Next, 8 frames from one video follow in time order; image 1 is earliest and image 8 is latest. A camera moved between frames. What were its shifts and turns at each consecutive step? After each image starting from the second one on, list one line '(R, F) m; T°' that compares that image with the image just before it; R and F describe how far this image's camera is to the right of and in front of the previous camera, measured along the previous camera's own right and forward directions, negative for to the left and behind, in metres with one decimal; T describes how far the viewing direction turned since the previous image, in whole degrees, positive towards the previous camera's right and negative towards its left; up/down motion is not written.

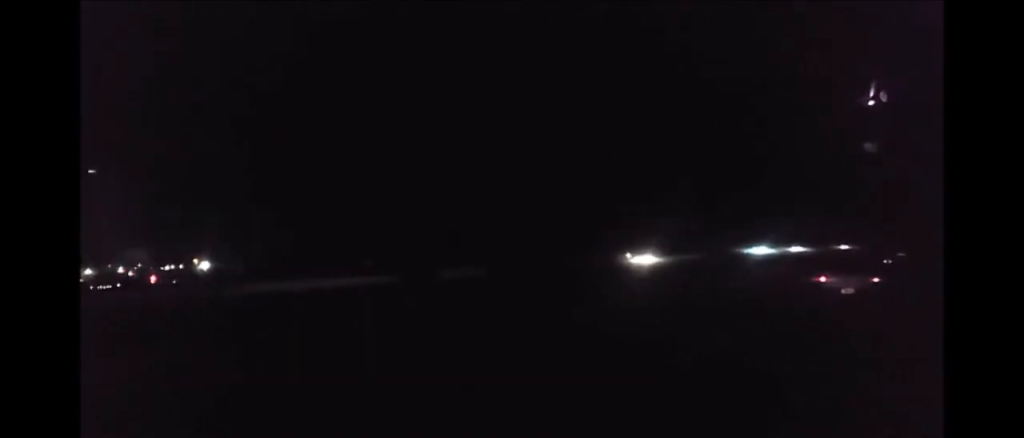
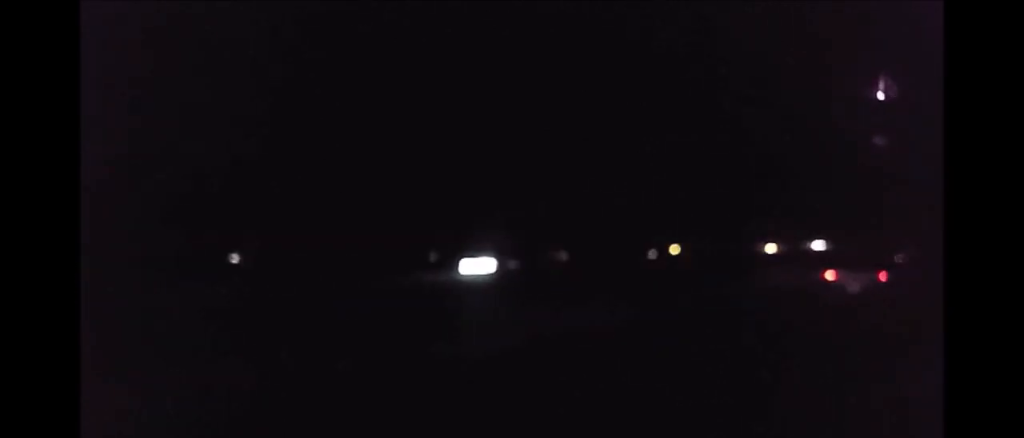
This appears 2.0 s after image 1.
(-1.1, +50.2) m; -2°
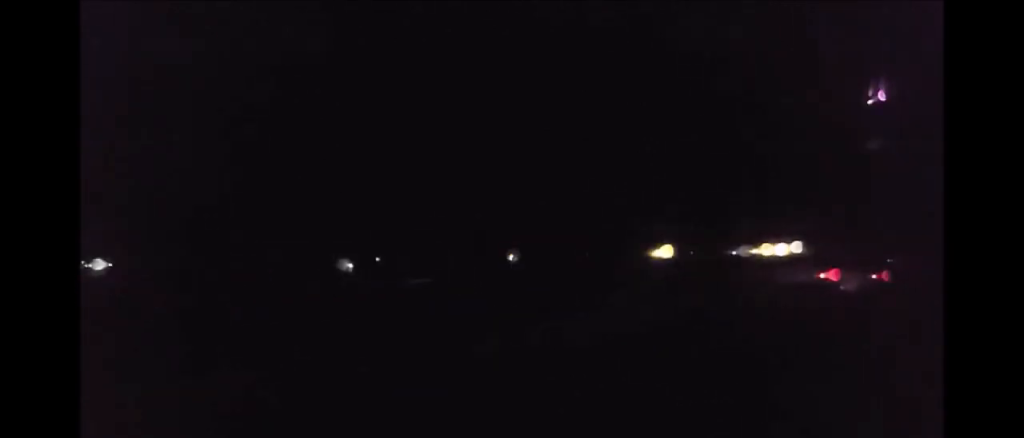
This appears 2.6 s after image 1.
(+0.2, +17.0) m; +1°
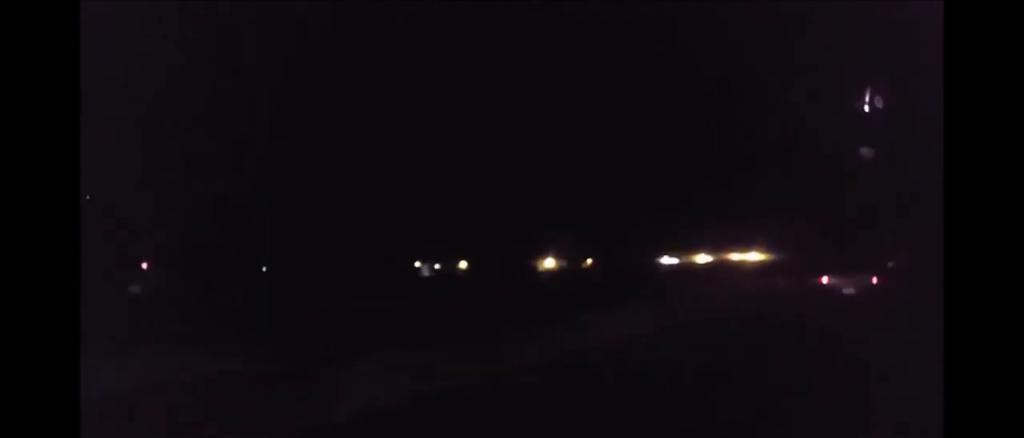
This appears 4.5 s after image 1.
(0.0, +46.5) m; 0°
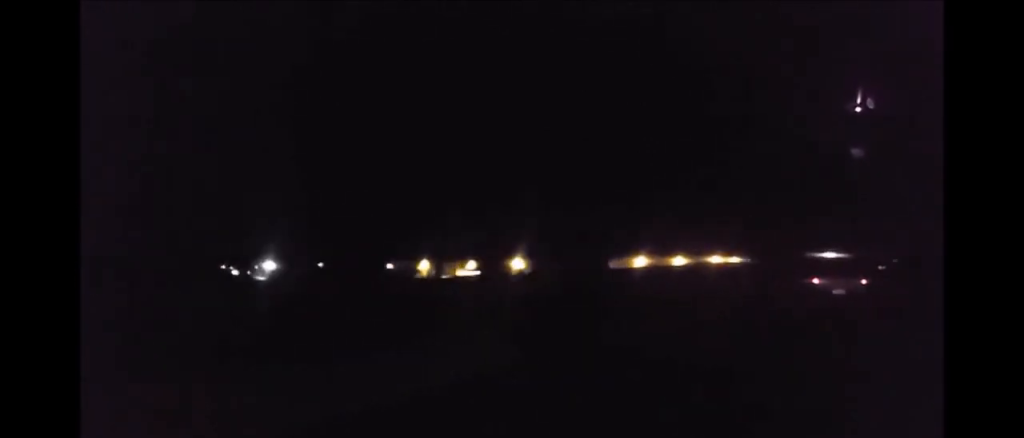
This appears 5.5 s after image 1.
(0.0, +26.2) m; 0°
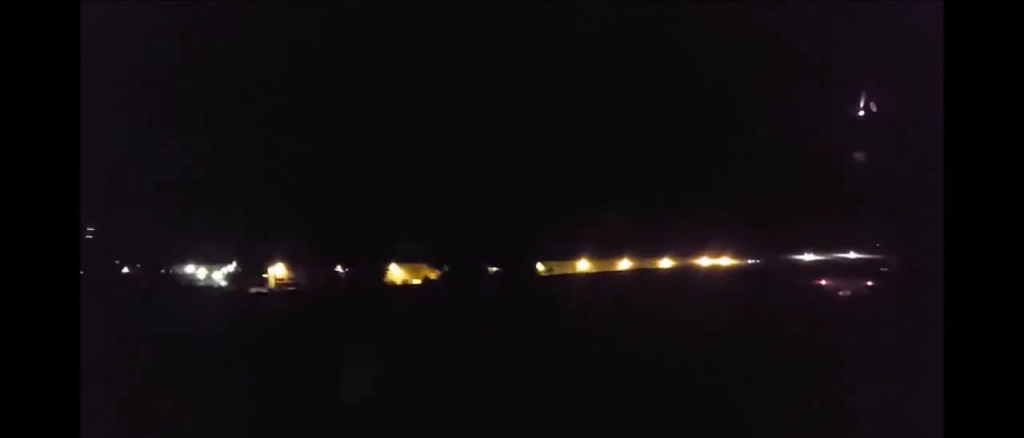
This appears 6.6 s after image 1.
(0.0, +26.9) m; 0°
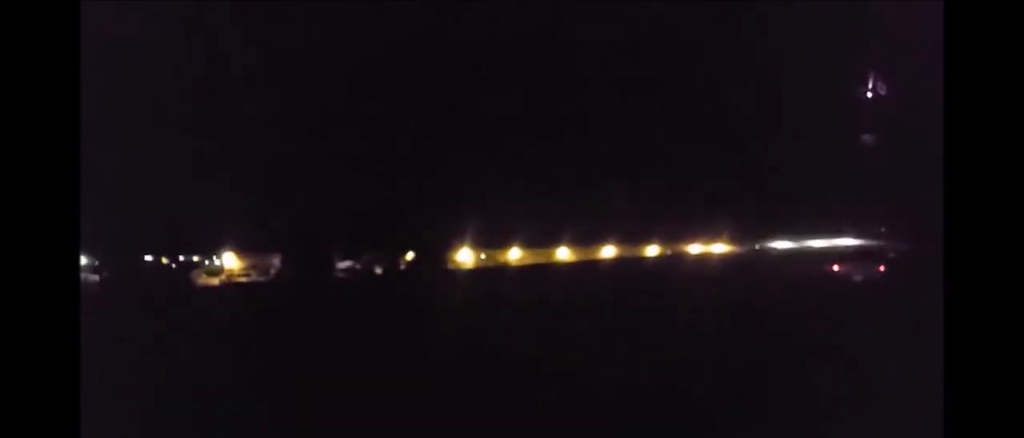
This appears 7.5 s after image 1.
(0.0, +22.7) m; 0°
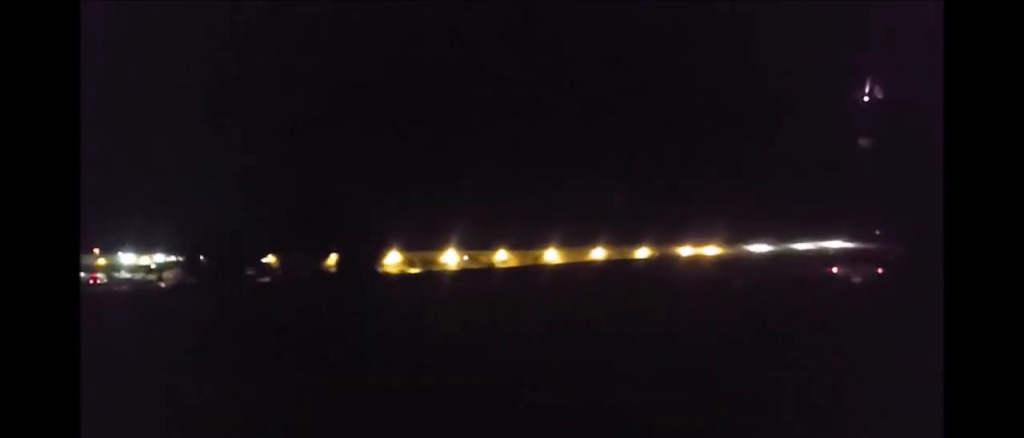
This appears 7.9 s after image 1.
(0.0, +11.0) m; 0°
